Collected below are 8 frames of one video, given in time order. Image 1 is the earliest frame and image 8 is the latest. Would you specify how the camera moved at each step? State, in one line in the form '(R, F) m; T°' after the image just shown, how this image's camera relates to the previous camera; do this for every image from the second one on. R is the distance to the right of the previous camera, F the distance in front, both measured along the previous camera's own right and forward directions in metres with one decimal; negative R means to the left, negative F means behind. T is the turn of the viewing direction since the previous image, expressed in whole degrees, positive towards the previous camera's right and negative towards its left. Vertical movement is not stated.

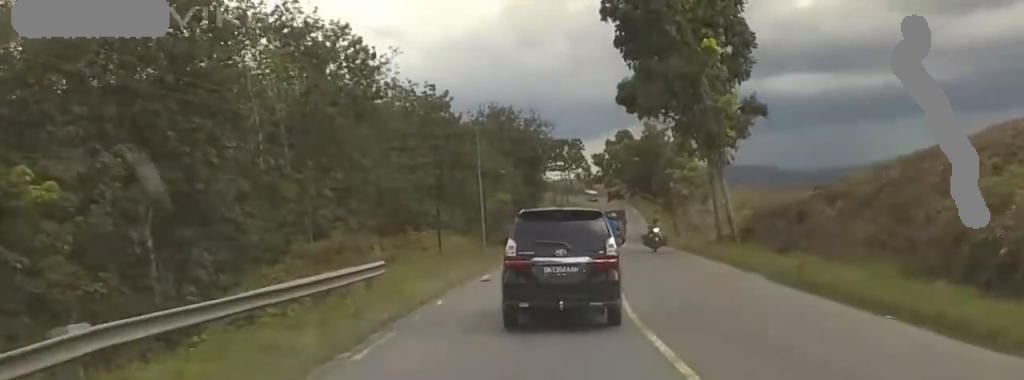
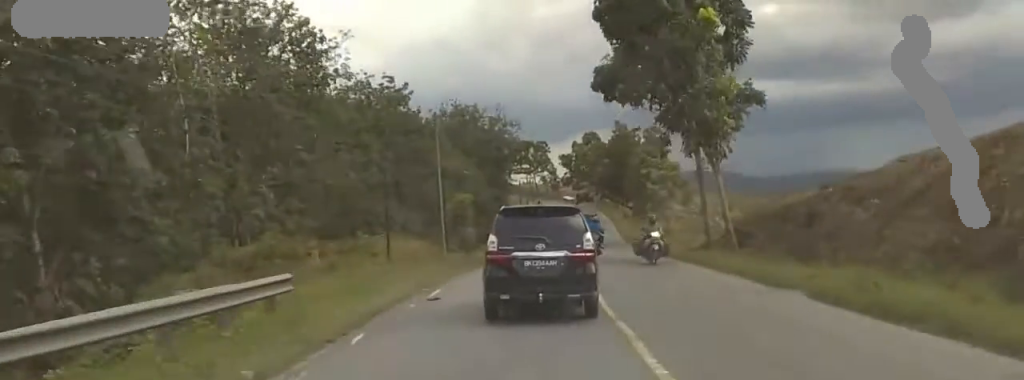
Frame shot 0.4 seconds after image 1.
(0.0, +5.0) m; 0°
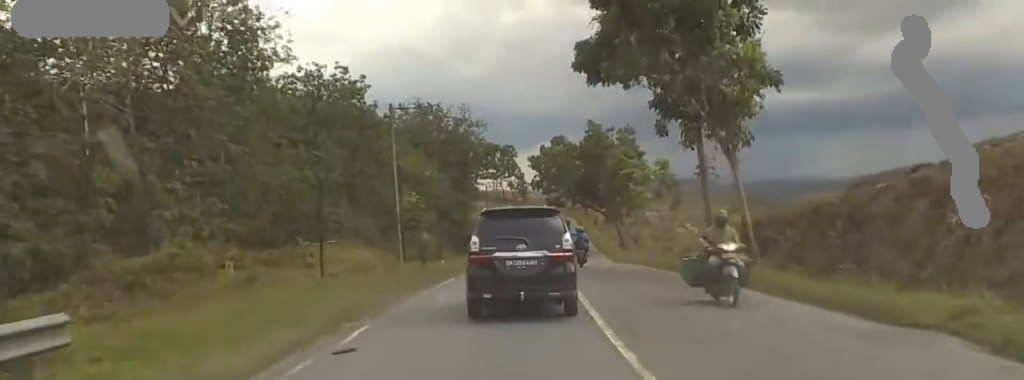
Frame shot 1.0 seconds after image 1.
(-0.3, +5.8) m; +4°
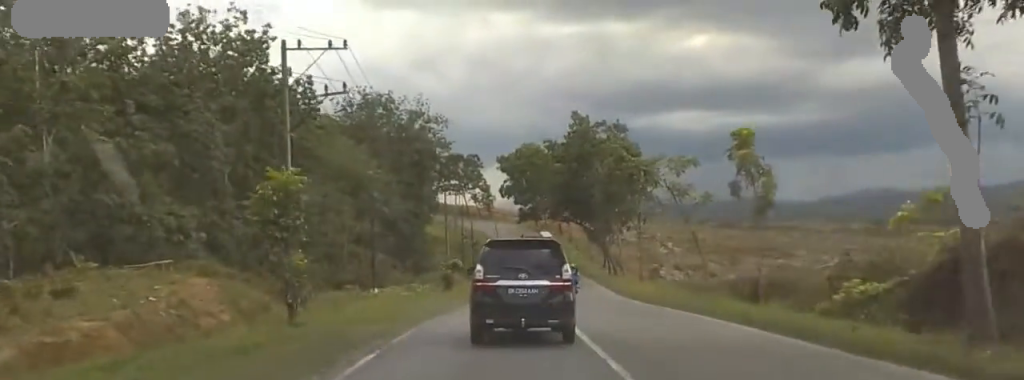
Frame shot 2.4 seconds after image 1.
(+1.7, +16.3) m; +2°
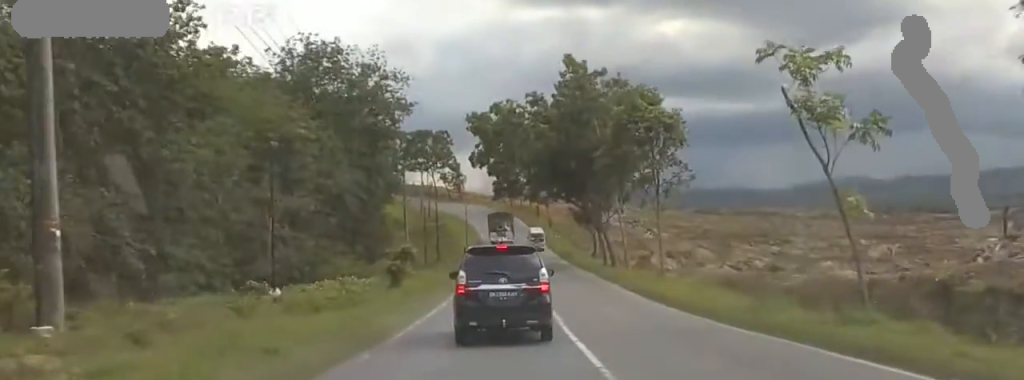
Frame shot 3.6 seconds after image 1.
(-1.7, +12.4) m; -8°
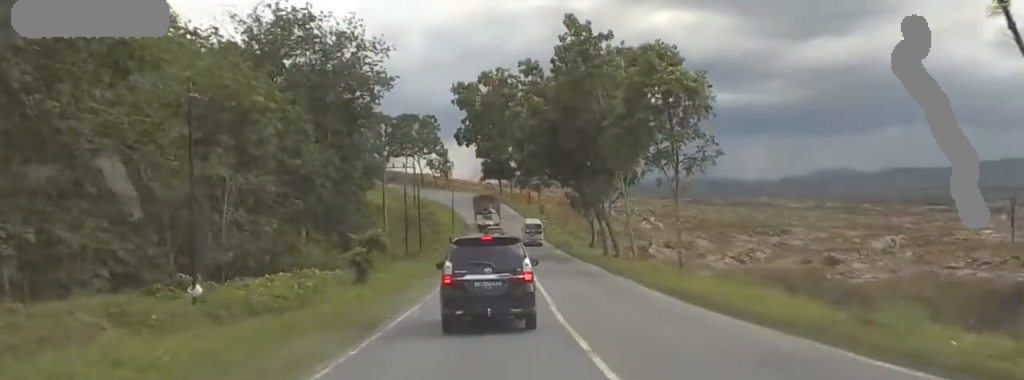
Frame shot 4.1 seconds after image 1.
(-0.1, +5.6) m; +1°
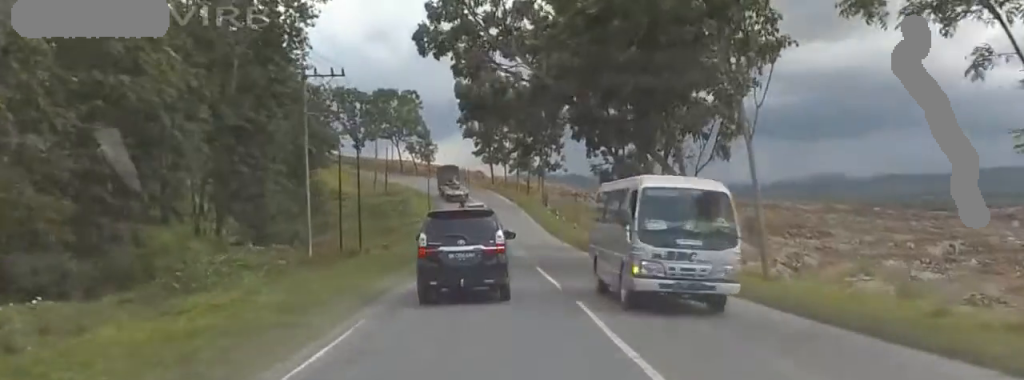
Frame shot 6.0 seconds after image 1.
(+0.1, +20.4) m; -1°
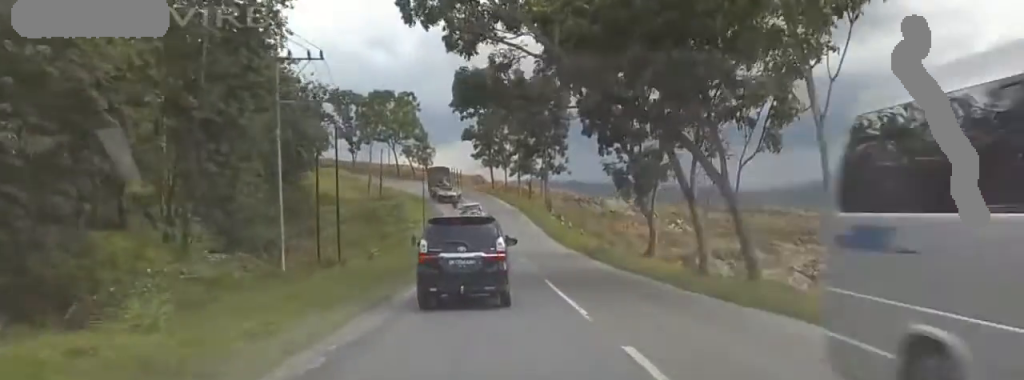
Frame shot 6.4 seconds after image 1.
(-0.1, +4.3) m; 0°
